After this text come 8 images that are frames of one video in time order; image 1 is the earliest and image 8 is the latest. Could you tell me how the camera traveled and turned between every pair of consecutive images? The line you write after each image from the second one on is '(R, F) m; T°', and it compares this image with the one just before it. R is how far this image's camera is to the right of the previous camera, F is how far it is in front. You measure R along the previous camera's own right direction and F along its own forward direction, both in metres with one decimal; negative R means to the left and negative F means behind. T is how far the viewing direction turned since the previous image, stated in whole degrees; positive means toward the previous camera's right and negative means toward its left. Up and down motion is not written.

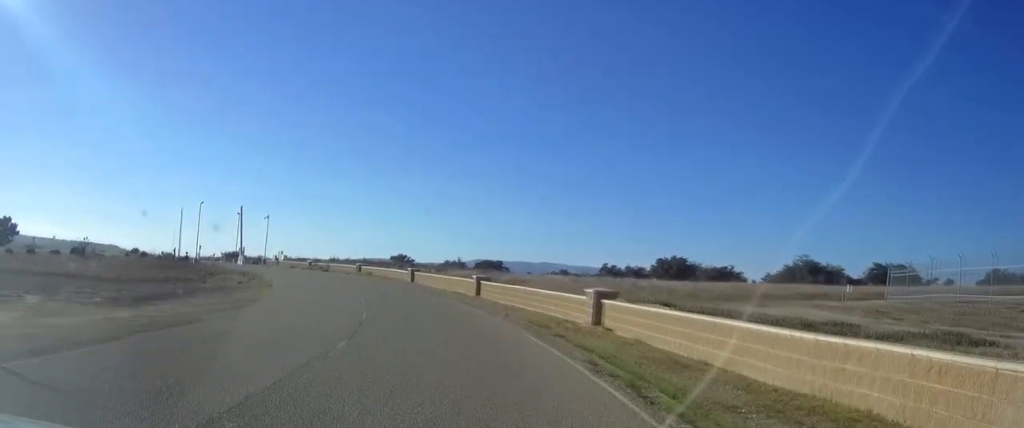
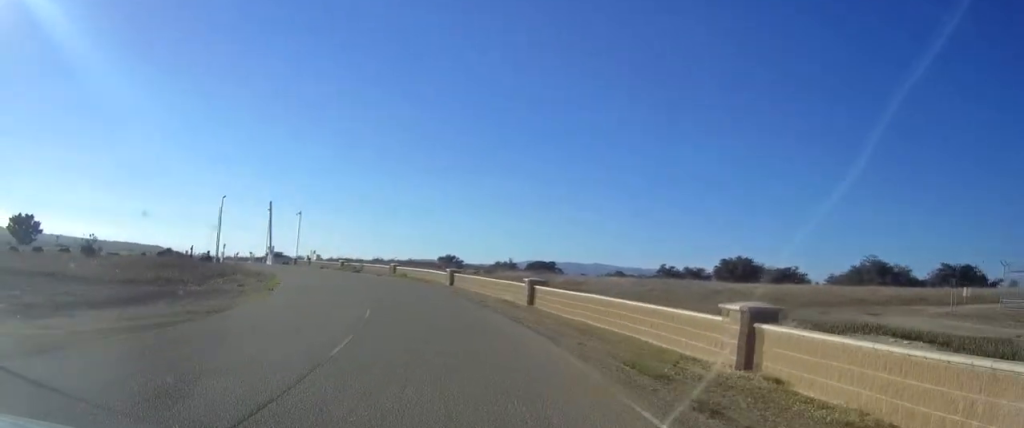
(-0.3, +7.6) m; -4°
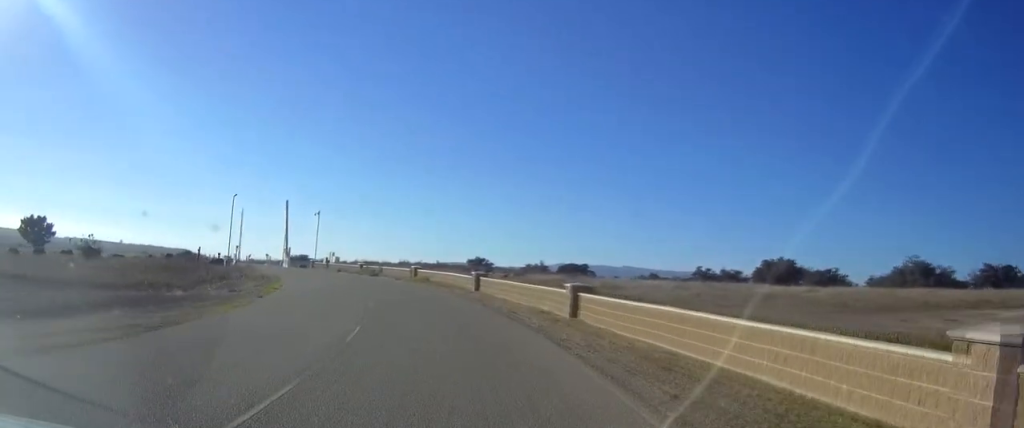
(-0.2, +5.0) m; -3°
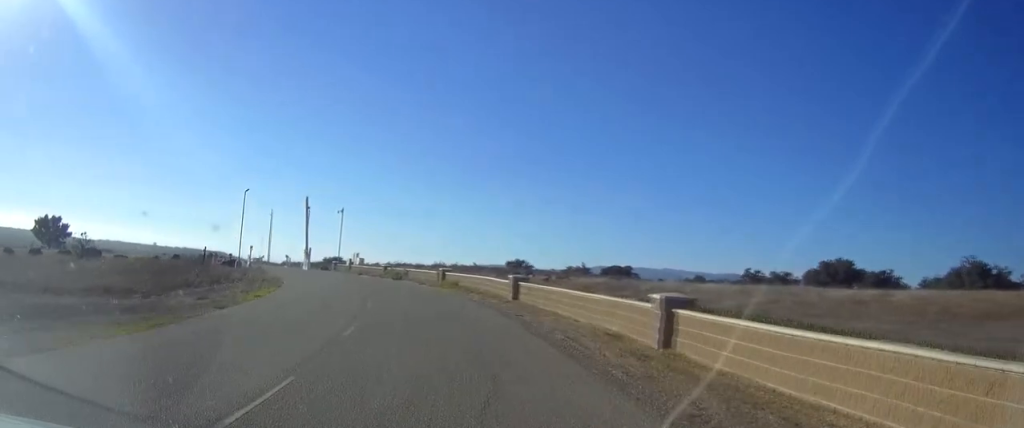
(-0.2, +6.9) m; -4°
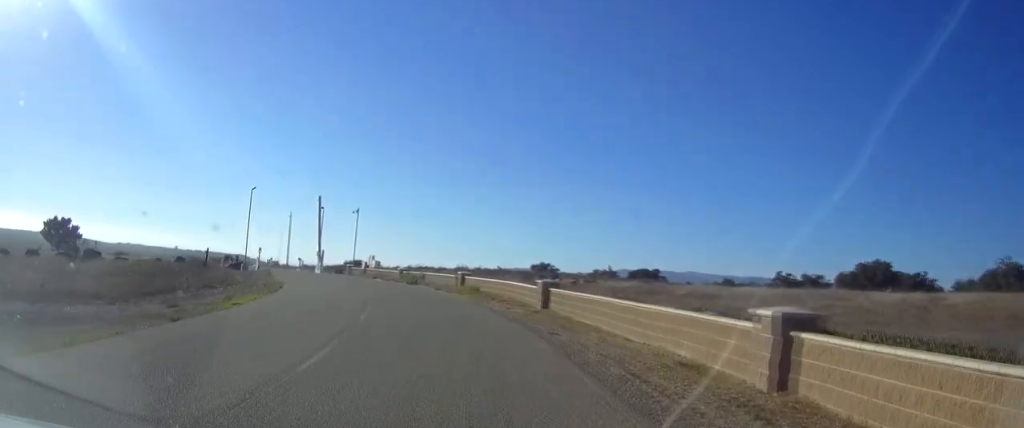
(-0.1, +4.3) m; -2°
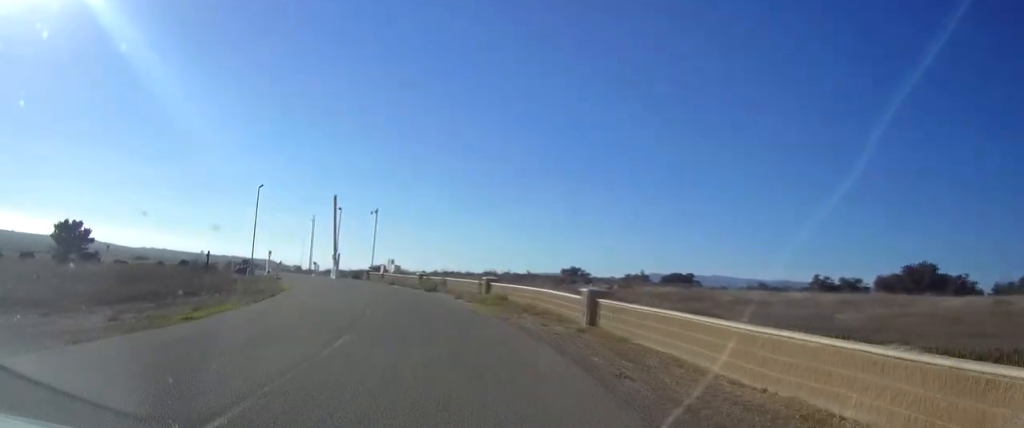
(-0.1, +5.1) m; -2°
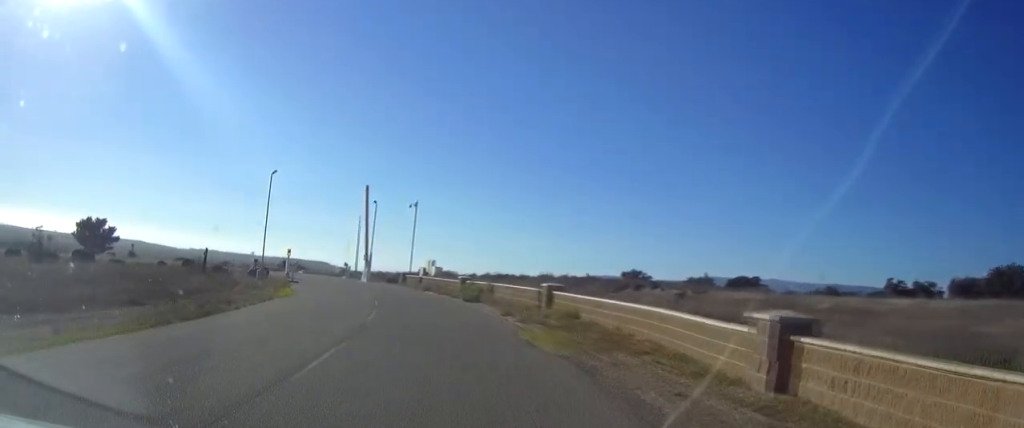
(-0.3, +9.3) m; -4°
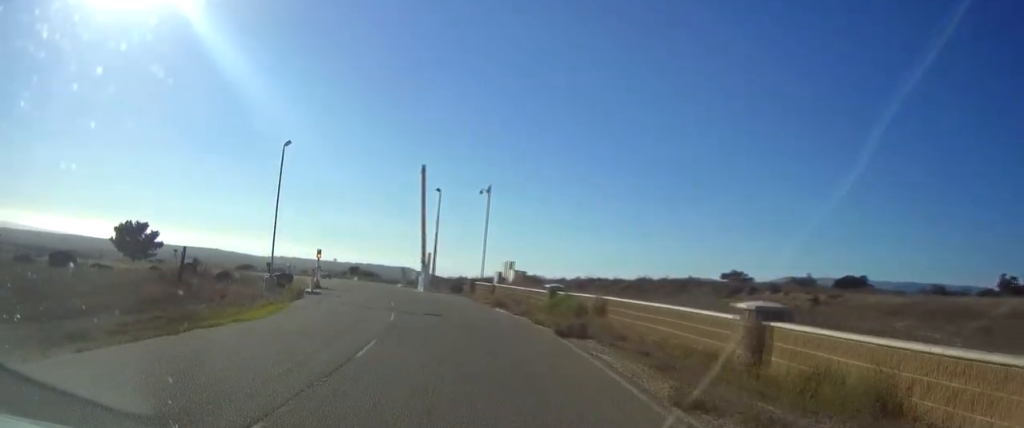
(-0.8, +13.0) m; -7°
